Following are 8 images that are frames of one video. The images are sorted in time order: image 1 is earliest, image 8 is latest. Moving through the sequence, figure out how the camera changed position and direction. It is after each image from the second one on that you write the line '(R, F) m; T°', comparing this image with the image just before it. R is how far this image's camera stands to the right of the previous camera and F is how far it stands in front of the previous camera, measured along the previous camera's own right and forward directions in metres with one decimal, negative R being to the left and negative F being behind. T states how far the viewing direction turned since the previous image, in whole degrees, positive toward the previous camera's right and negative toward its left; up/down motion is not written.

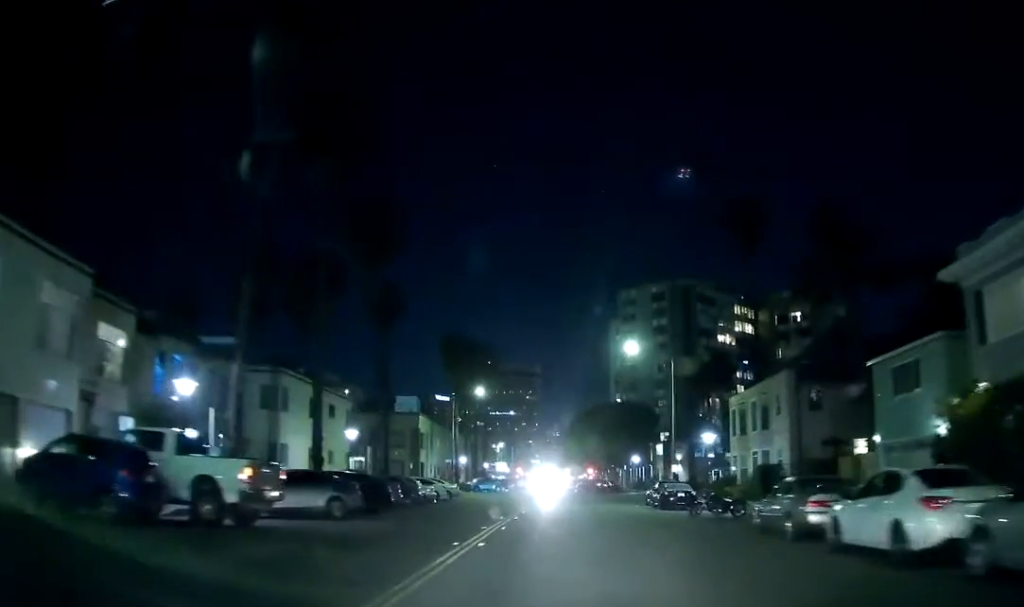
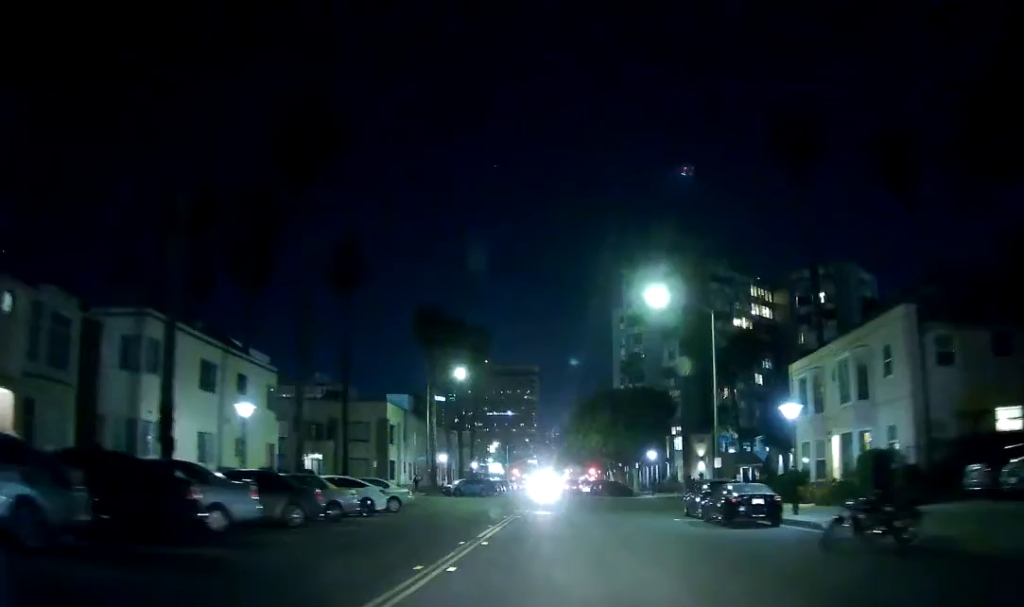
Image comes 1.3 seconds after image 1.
(0.0, +14.4) m; 0°
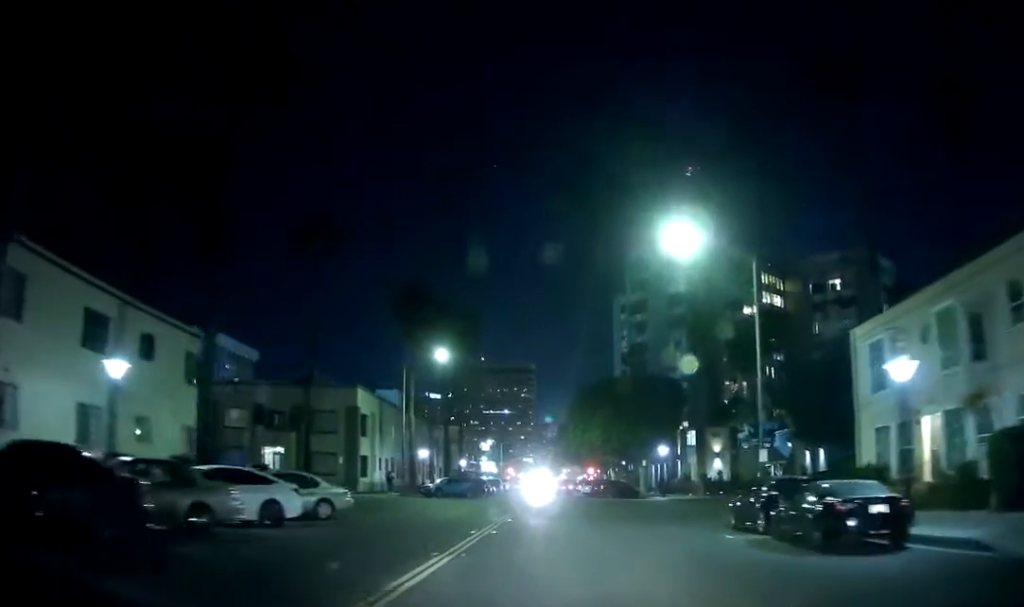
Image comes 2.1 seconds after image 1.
(0.0, +8.9) m; +1°
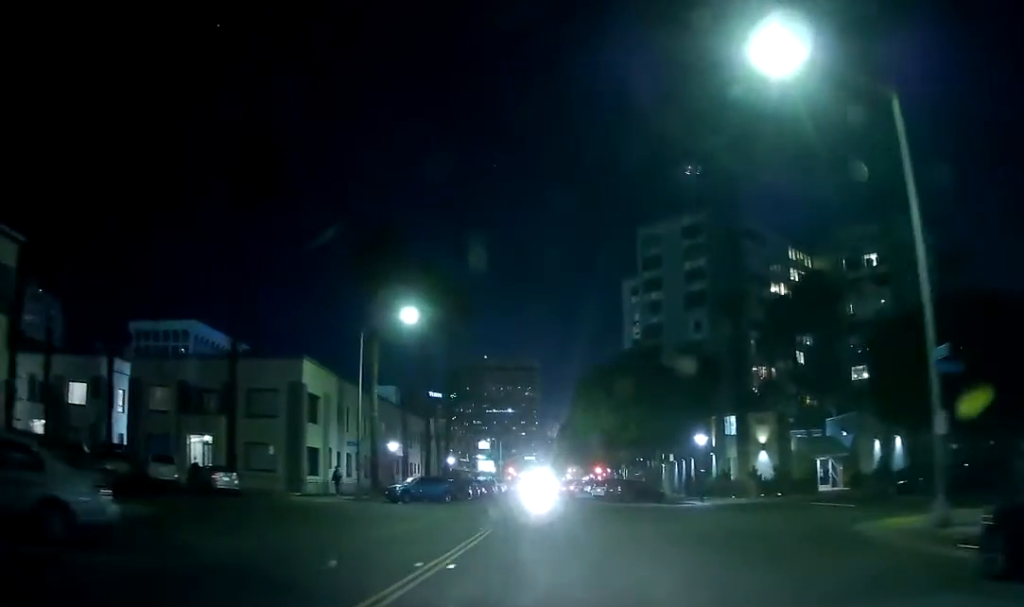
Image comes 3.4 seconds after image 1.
(0.0, +13.1) m; 0°
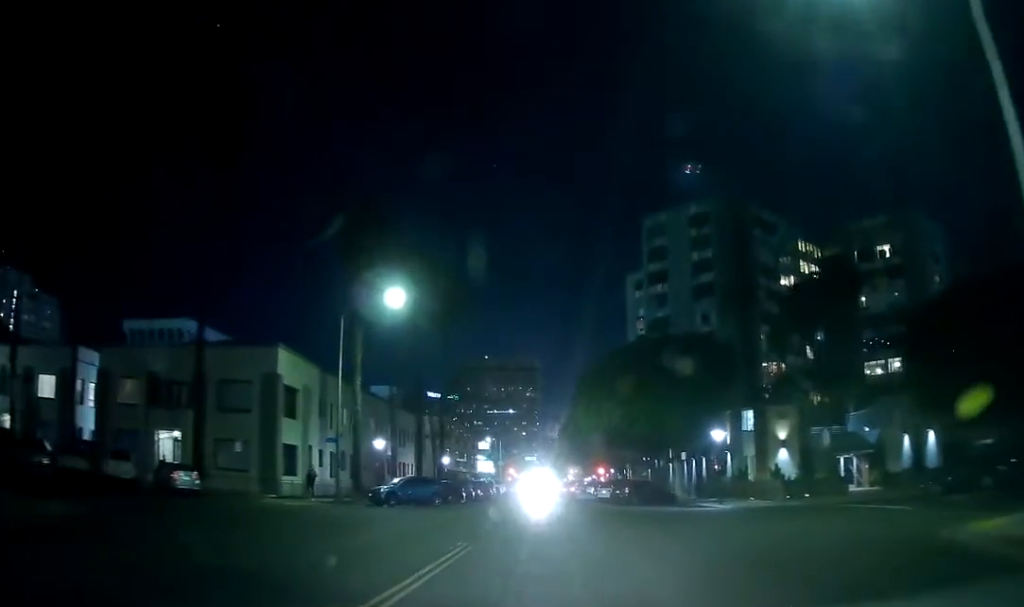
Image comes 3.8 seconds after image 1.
(-0.1, +4.3) m; 0°
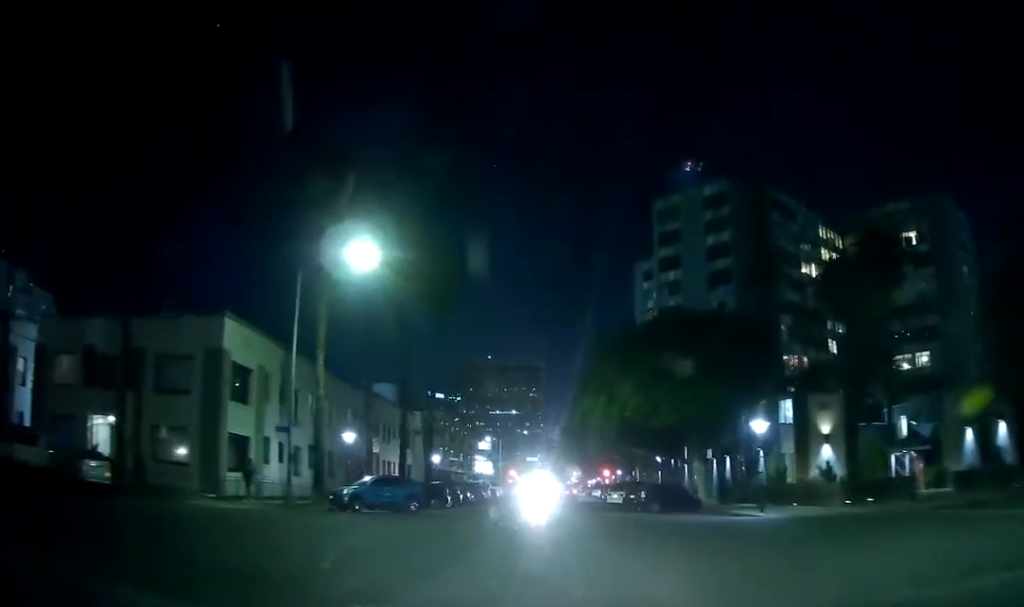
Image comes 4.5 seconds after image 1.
(+0.1, +7.0) m; 0°
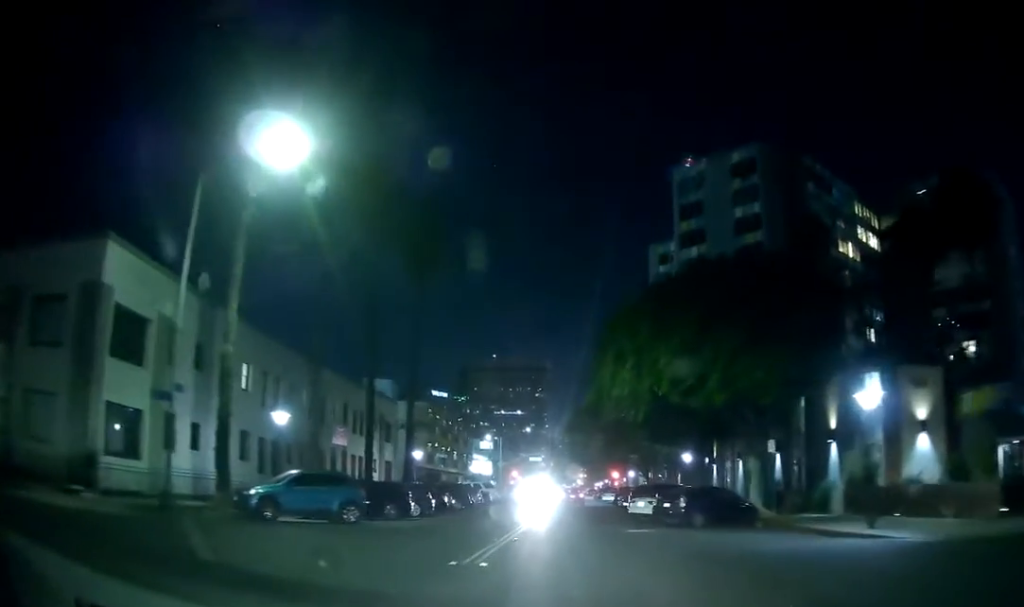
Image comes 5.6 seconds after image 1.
(0.0, +10.7) m; 0°
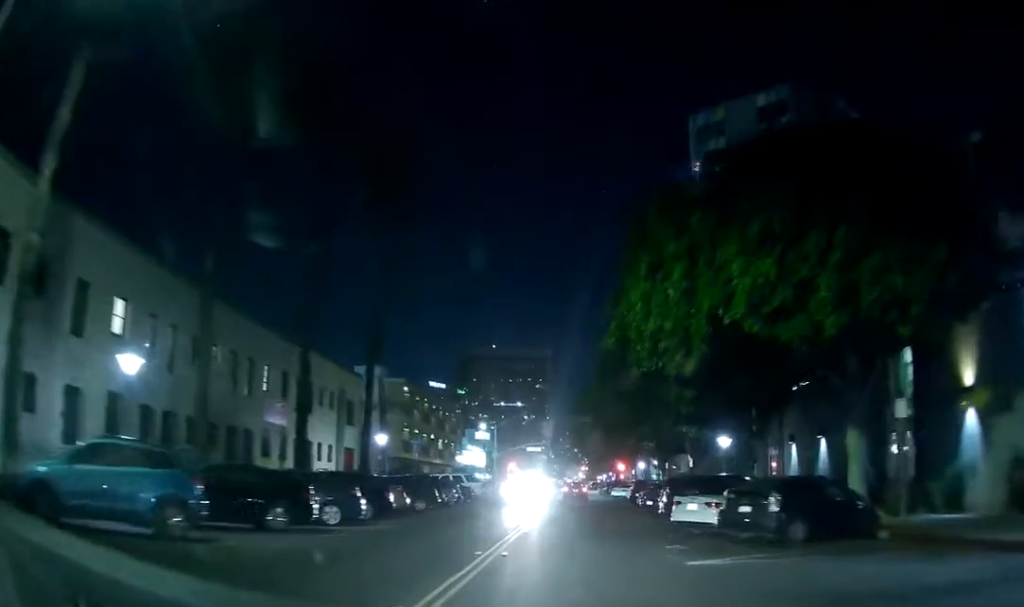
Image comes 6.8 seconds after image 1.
(+0.1, +11.4) m; 0°
